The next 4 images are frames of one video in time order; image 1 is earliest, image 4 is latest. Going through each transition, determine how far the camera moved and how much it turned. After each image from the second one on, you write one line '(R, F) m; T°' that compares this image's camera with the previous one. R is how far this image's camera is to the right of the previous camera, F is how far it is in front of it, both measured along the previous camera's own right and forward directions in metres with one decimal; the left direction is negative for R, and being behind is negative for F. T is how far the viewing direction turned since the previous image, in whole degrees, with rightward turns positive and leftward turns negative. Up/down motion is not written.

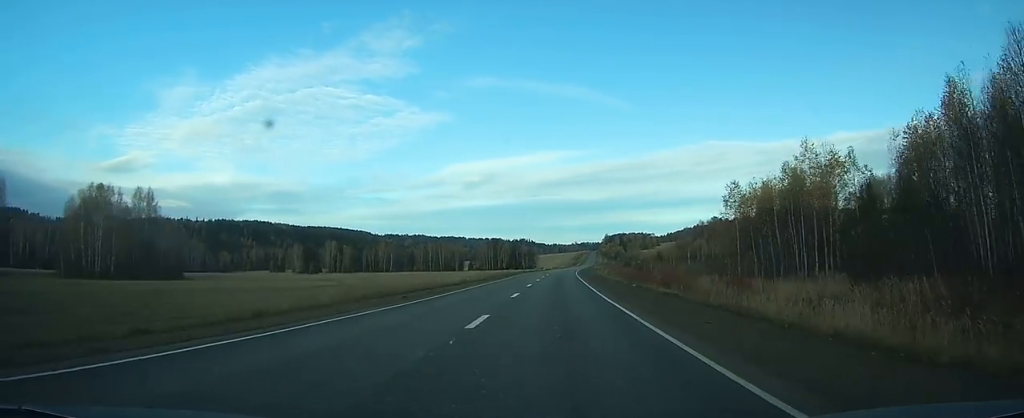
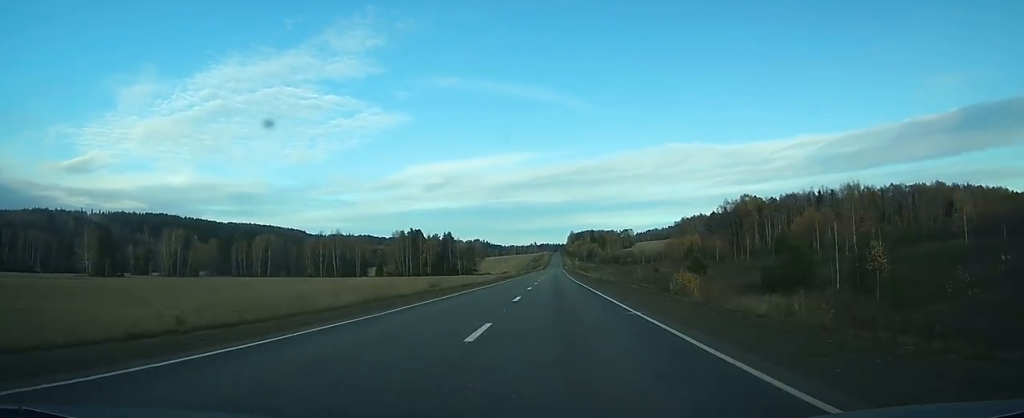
(+5.9, +145.6) m; +4°
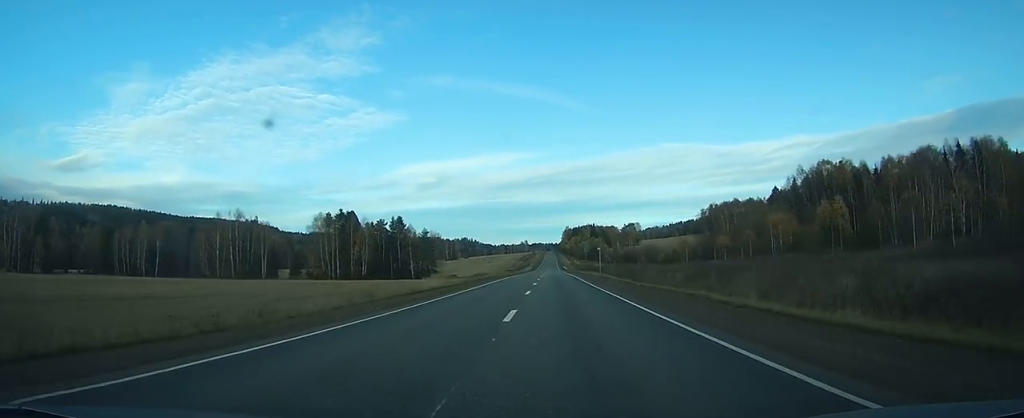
(+1.3, +92.5) m; +1°
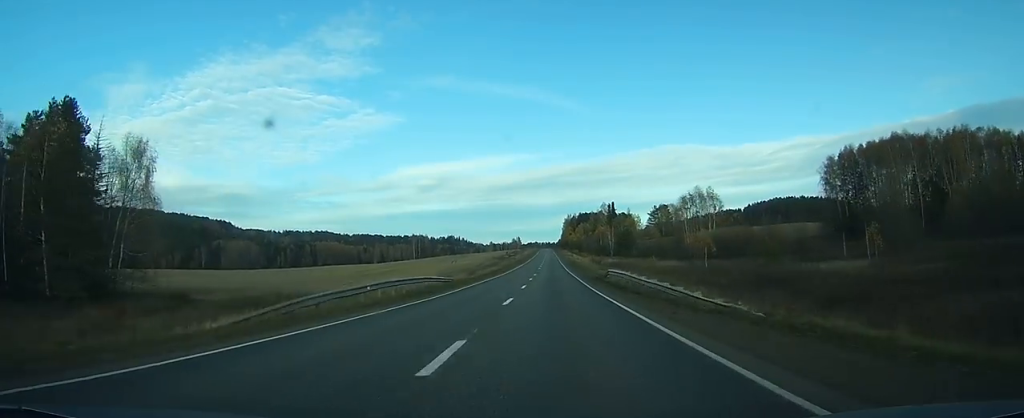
(+1.5, +162.8) m; +1°
